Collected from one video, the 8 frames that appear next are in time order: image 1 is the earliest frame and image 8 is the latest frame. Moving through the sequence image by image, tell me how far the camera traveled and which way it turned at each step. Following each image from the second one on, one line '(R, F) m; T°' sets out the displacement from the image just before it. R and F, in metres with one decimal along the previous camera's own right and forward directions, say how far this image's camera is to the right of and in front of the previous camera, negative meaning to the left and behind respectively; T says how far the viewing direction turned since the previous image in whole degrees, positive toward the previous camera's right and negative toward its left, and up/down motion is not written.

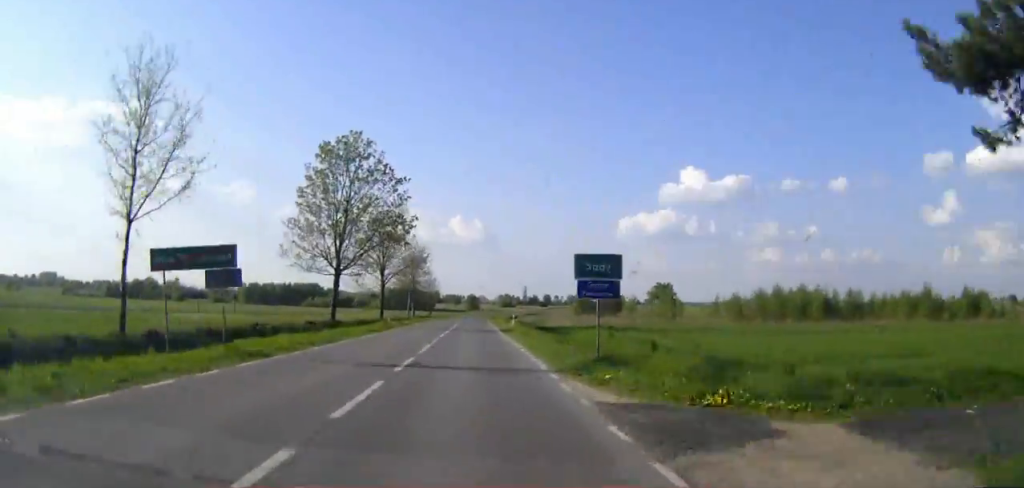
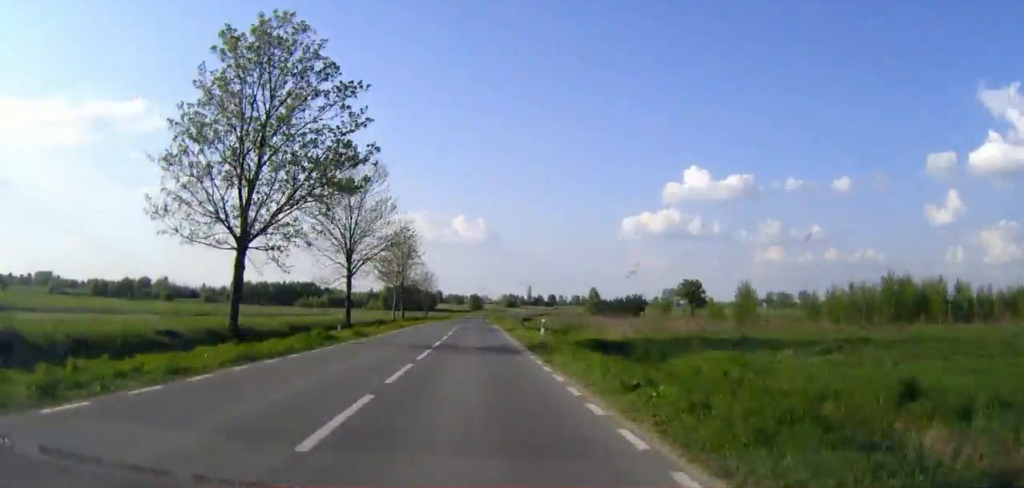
(0.0, +19.8) m; 0°
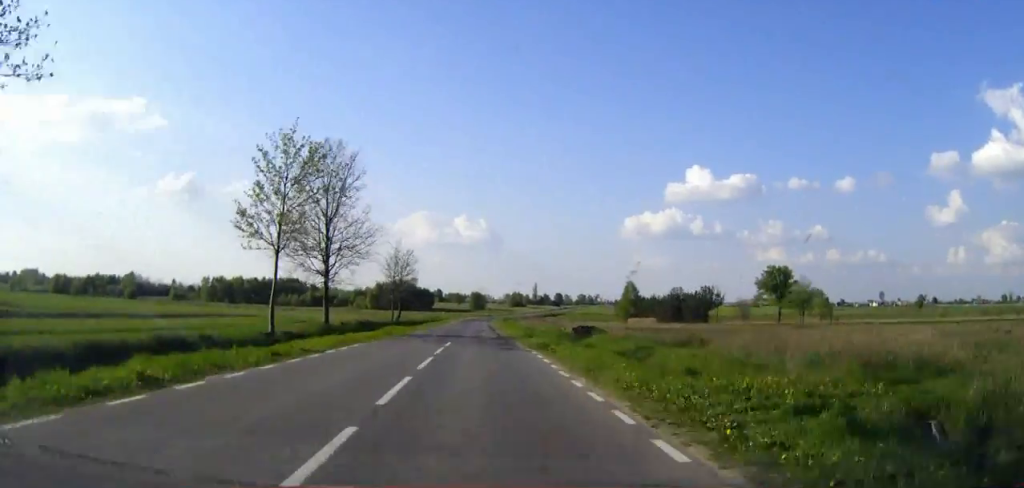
(-0.1, +44.7) m; 0°
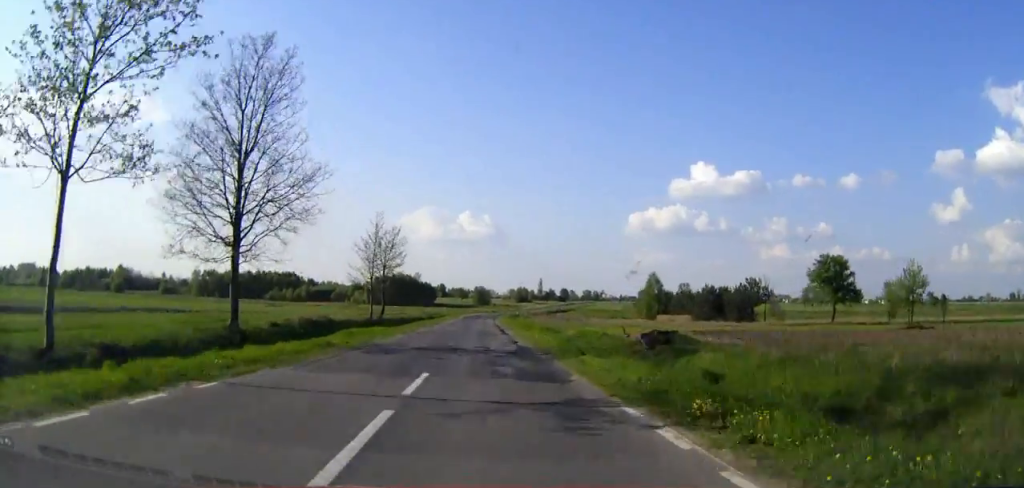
(0.0, +16.7) m; 0°
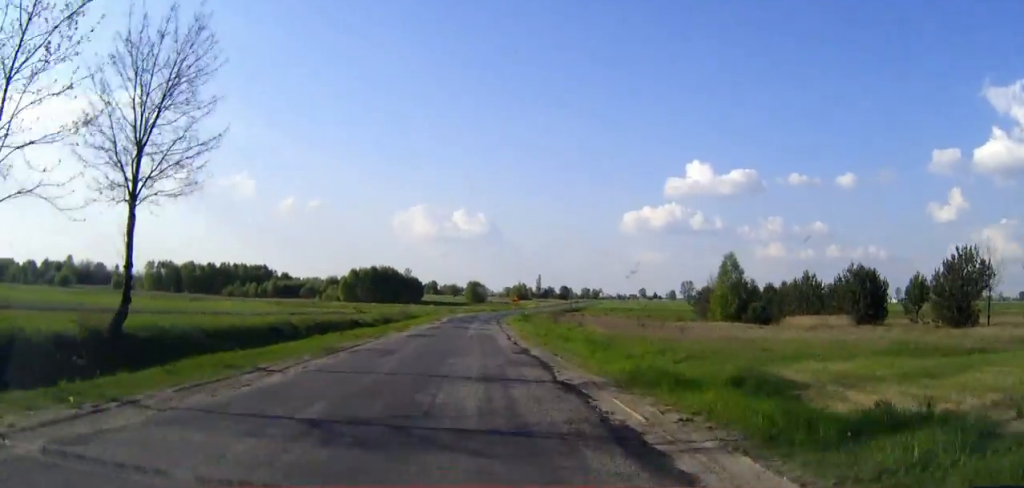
(-0.1, +44.3) m; 0°
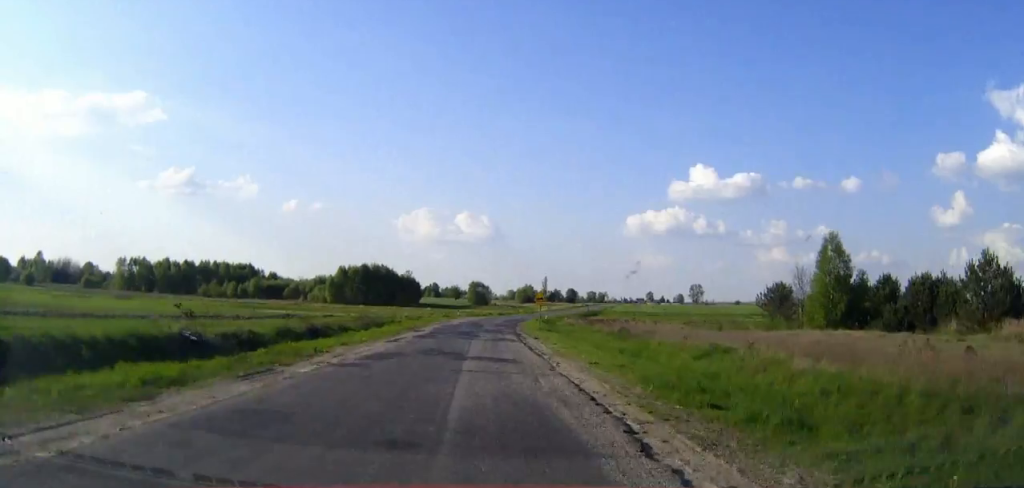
(0.0, +27.3) m; 0°
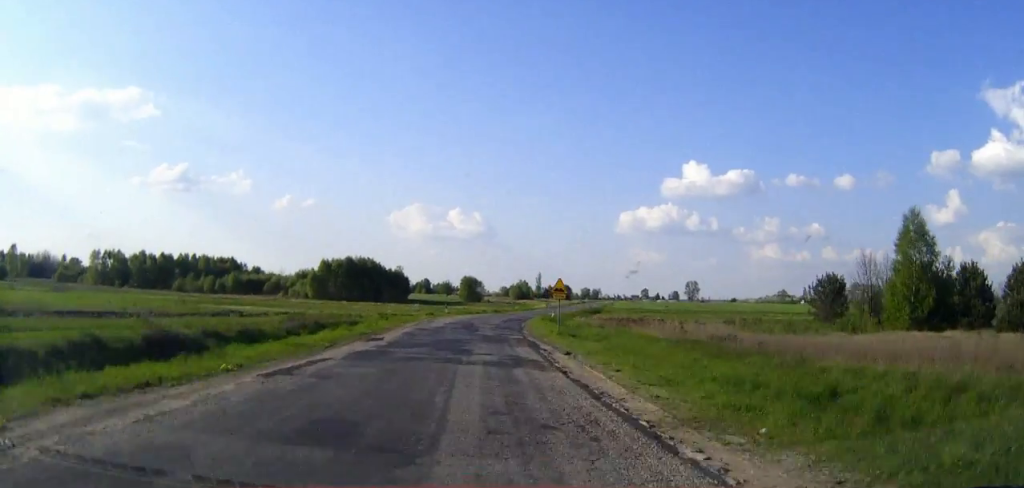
(0.0, +15.1) m; 0°
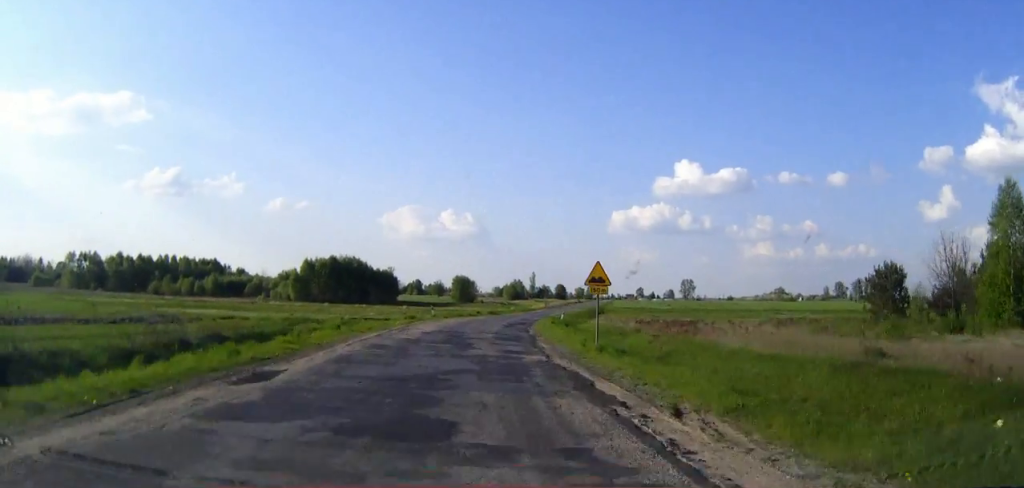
(0.0, +12.8) m; 0°
